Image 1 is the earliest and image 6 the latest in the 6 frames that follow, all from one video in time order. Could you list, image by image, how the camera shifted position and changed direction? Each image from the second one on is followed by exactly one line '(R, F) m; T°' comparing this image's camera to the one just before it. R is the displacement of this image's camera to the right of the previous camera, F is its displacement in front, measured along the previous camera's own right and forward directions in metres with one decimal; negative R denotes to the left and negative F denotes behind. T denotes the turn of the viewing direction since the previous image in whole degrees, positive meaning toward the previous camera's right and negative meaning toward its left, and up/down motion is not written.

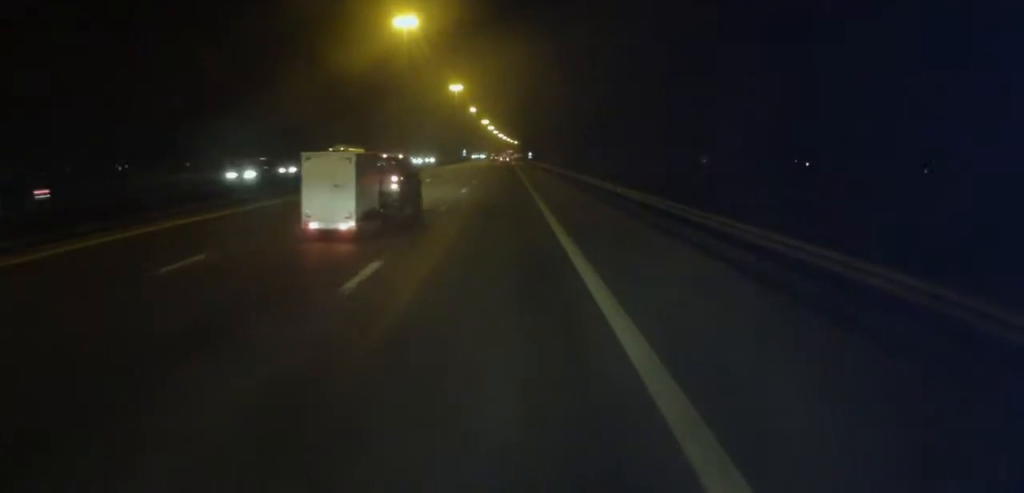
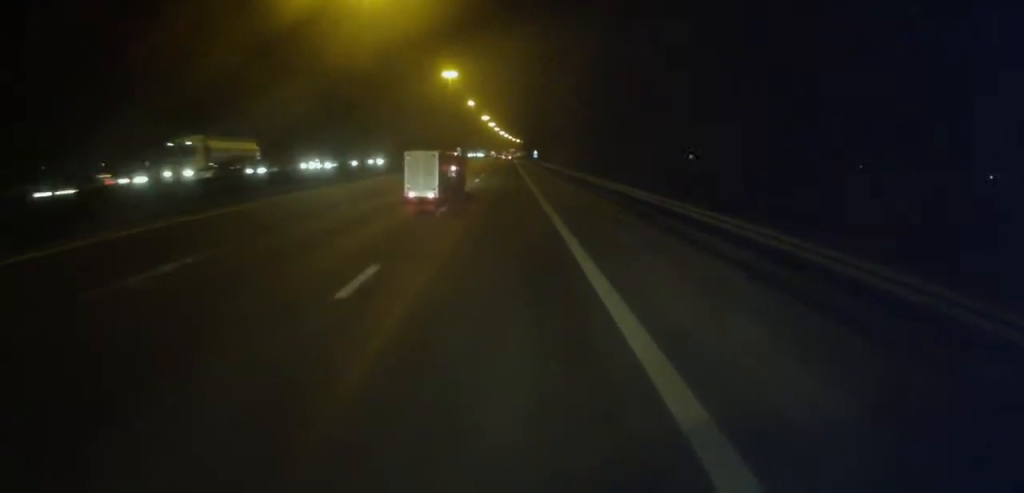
(0.0, +25.9) m; 0°
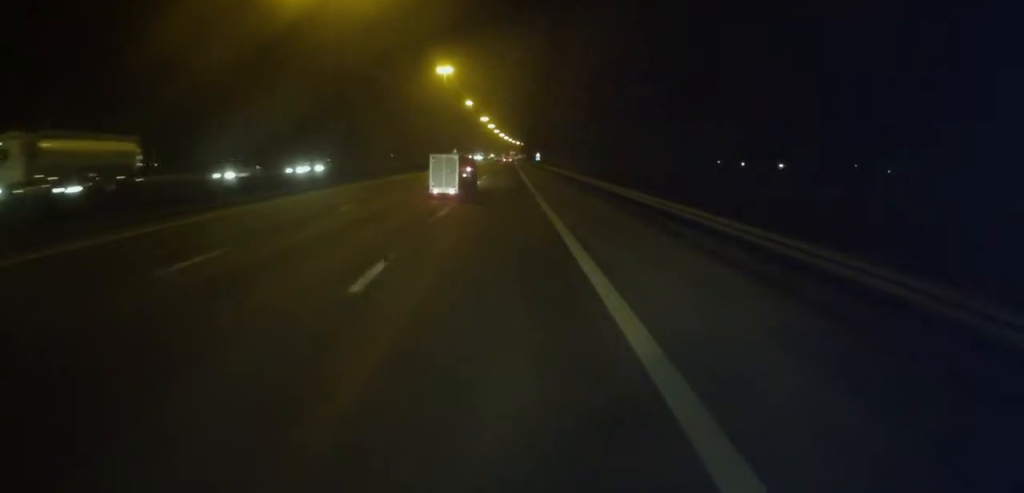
(0.0, +11.8) m; 0°
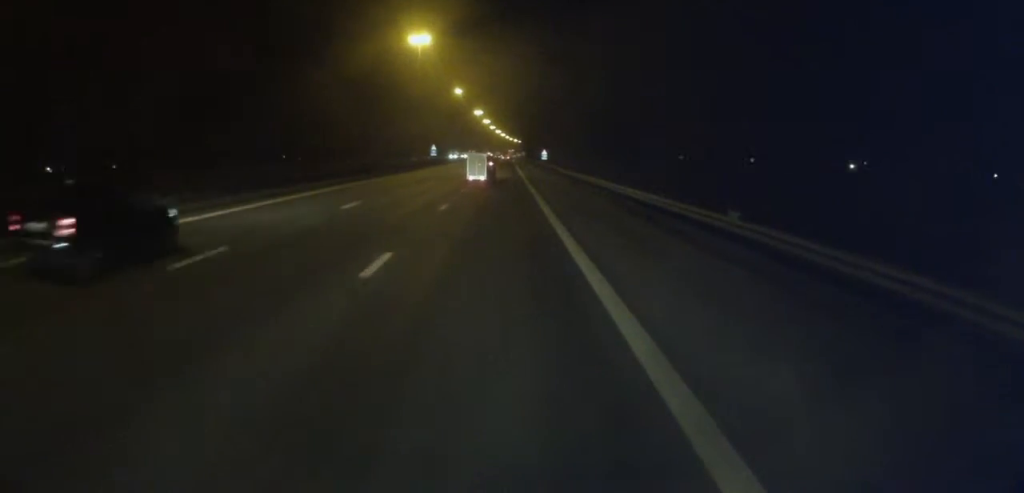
(-0.3, +35.2) m; 0°
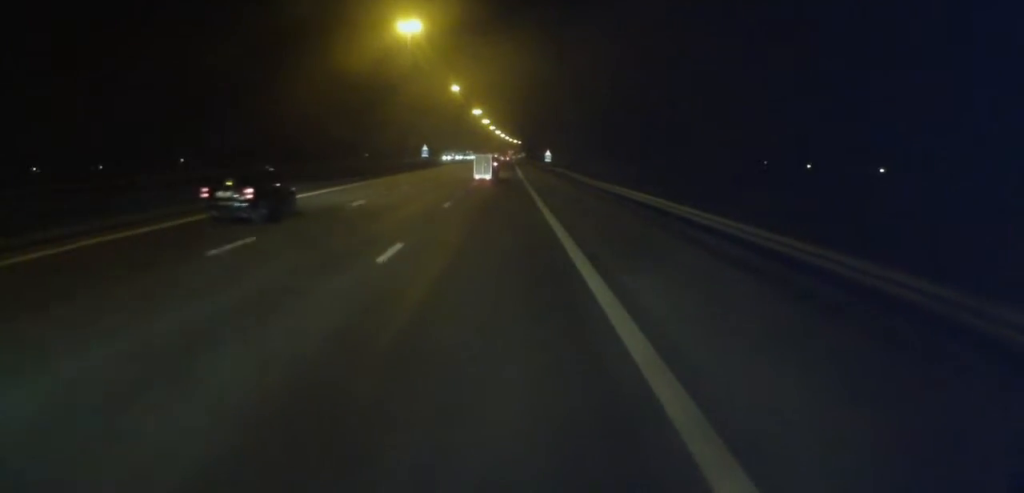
(+0.1, +10.9) m; 0°
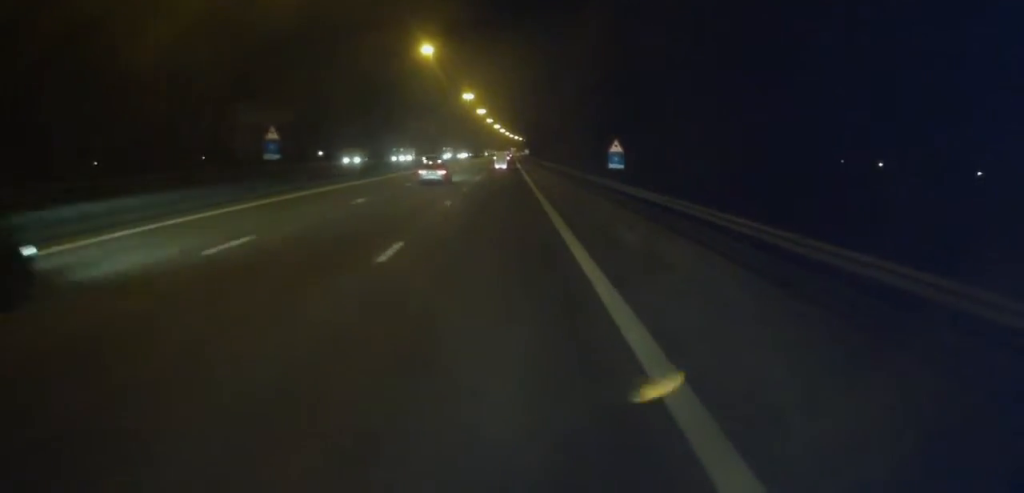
(+0.8, +62.5) m; 0°
